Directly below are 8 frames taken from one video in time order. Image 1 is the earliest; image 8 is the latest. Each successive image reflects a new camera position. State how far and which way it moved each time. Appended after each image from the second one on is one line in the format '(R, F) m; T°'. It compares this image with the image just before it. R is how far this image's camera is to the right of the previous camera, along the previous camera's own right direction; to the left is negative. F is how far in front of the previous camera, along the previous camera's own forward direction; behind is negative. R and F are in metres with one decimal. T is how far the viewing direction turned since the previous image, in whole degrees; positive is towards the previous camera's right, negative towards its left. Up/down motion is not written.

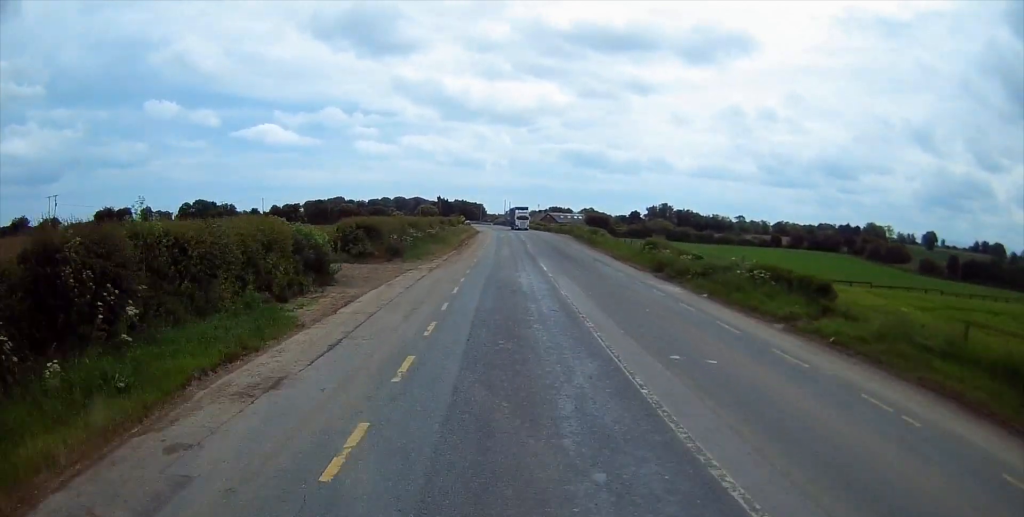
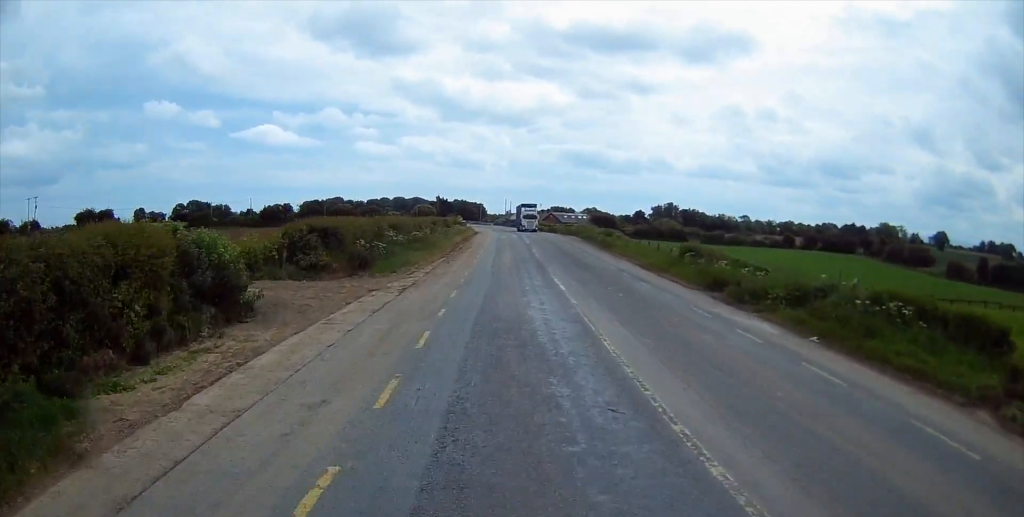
(+0.2, +9.6) m; 0°
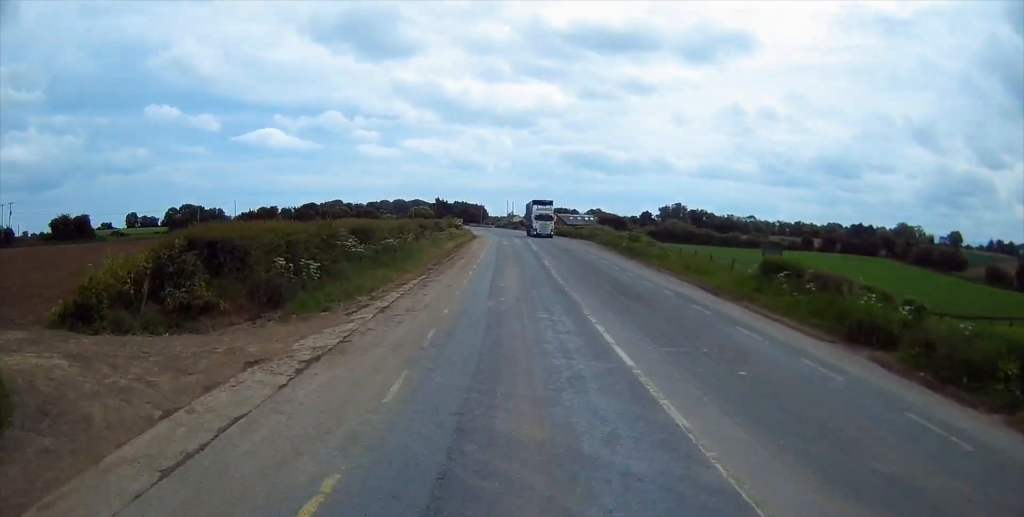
(-0.3, +11.8) m; 0°
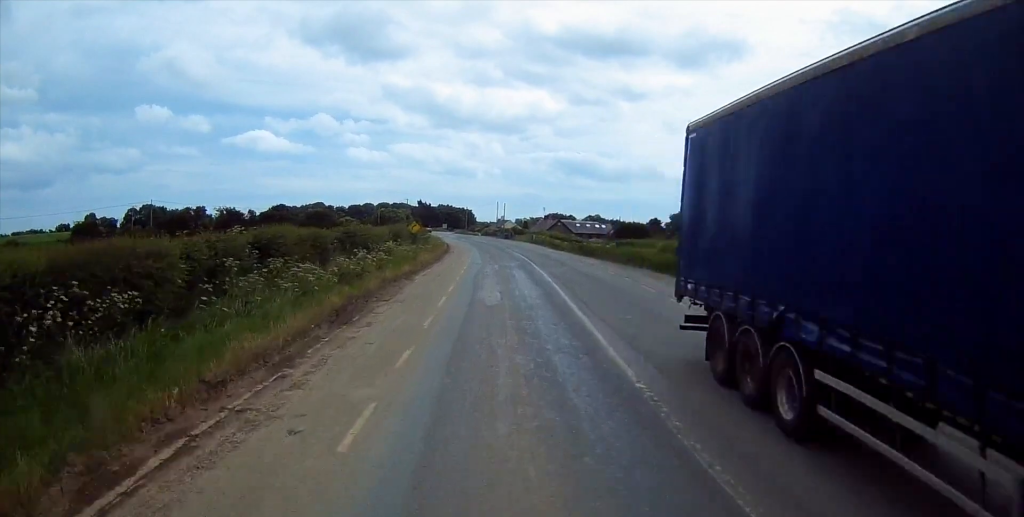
(+0.3, +38.2) m; +1°
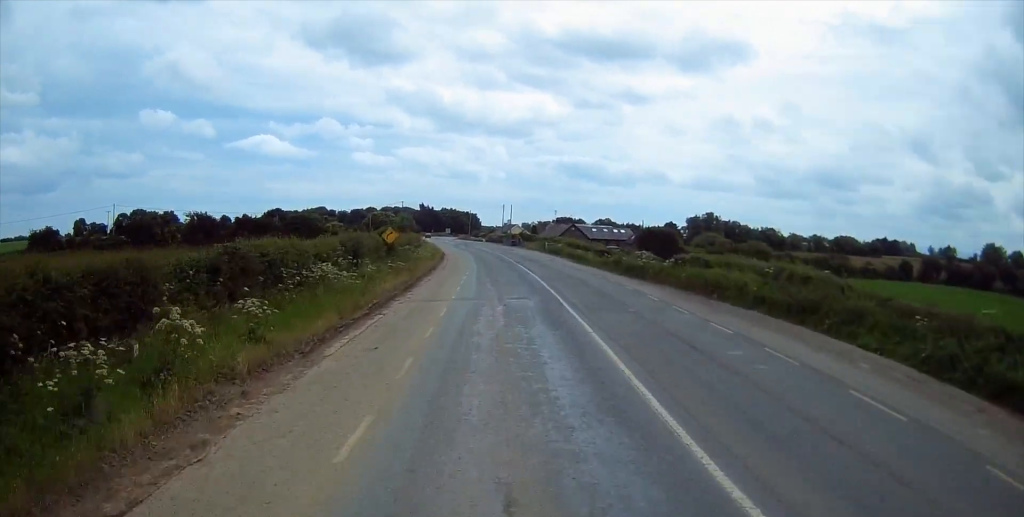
(-0.2, +16.1) m; 0°
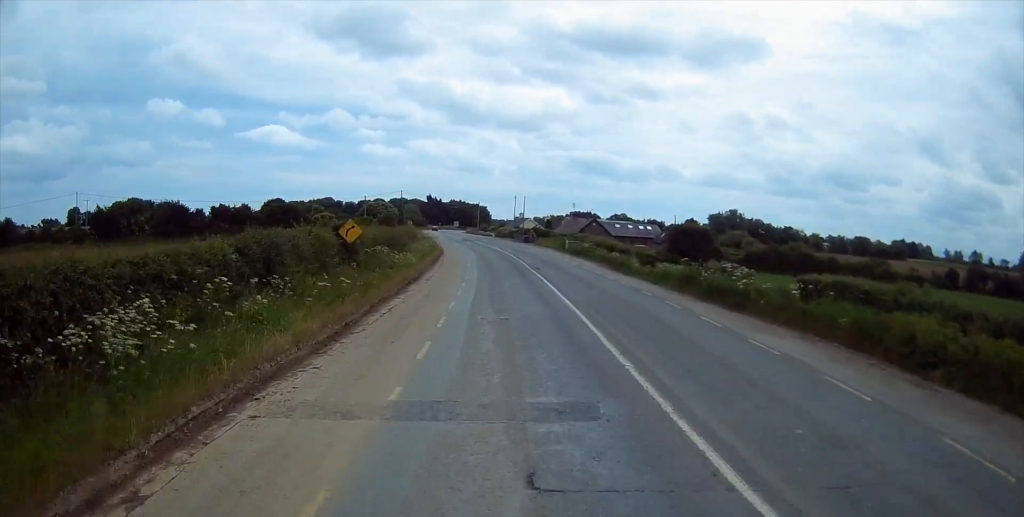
(+0.2, +14.7) m; 0°
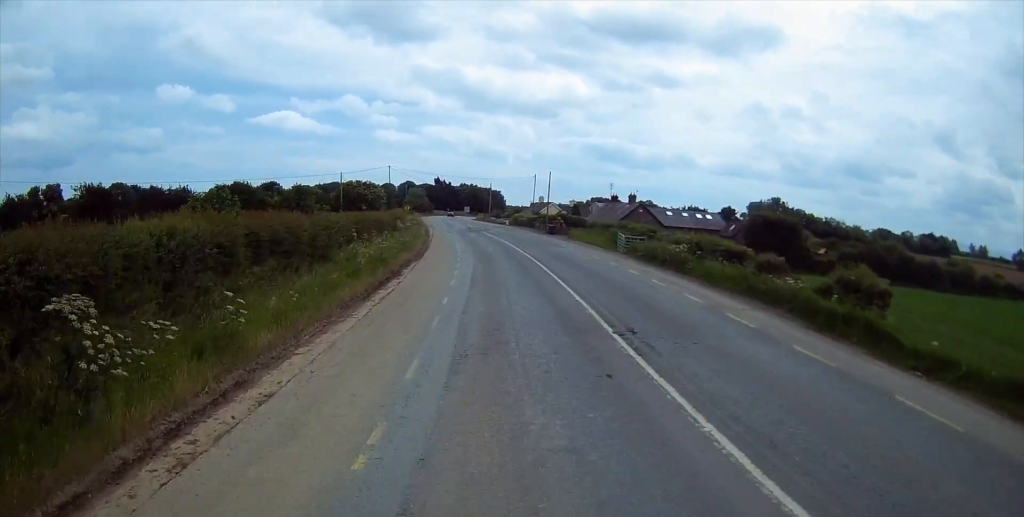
(-0.4, +26.4) m; -1°
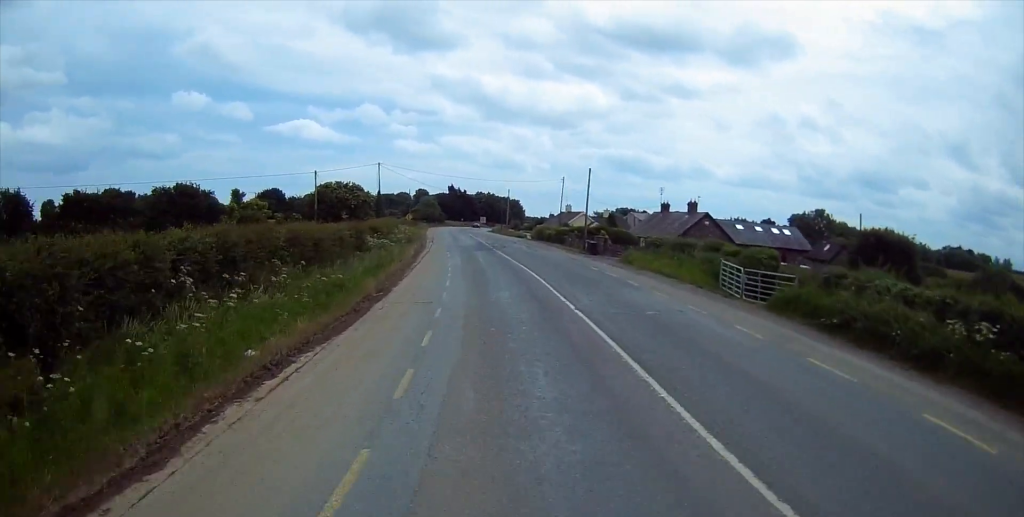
(+0.2, +20.7) m; -1°
